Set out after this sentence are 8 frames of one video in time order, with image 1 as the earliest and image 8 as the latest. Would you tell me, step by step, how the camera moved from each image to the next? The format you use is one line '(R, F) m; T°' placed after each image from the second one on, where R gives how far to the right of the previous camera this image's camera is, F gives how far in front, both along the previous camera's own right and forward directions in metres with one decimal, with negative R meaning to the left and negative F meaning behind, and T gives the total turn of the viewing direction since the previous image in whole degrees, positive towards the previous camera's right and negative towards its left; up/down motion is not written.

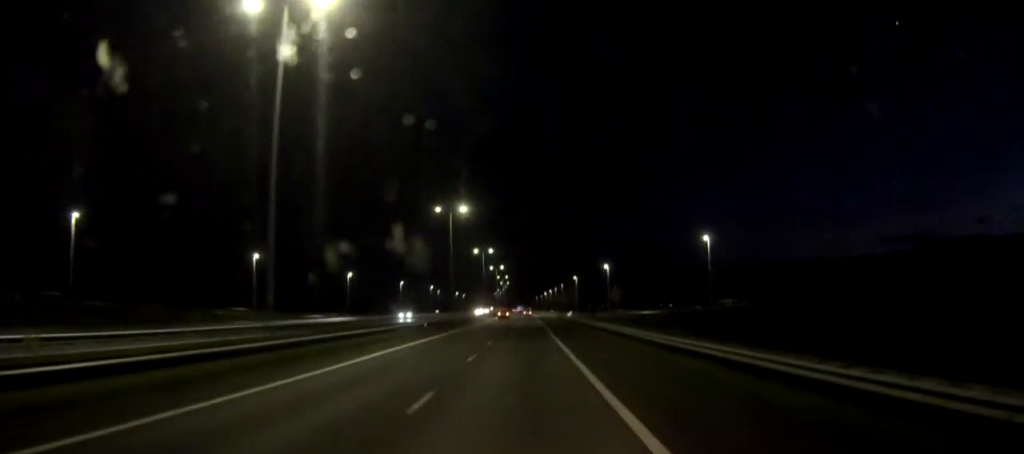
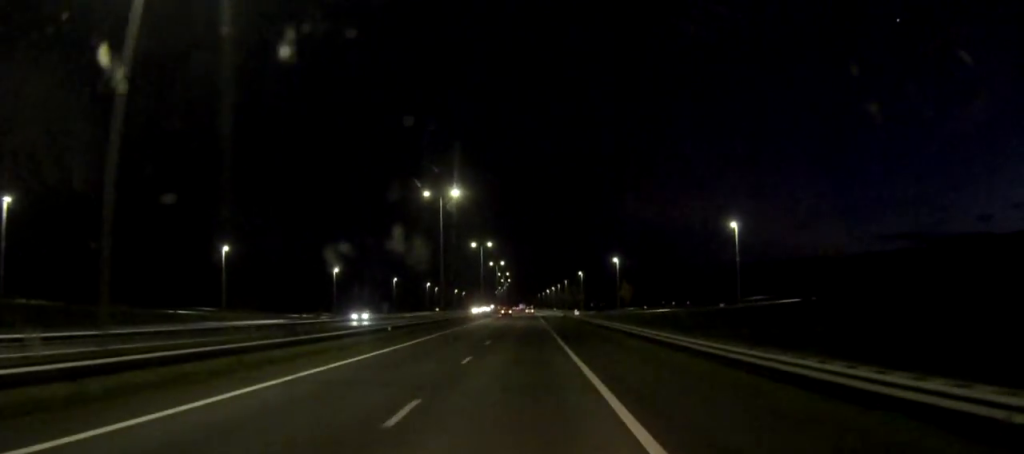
(0.0, +13.6) m; 0°
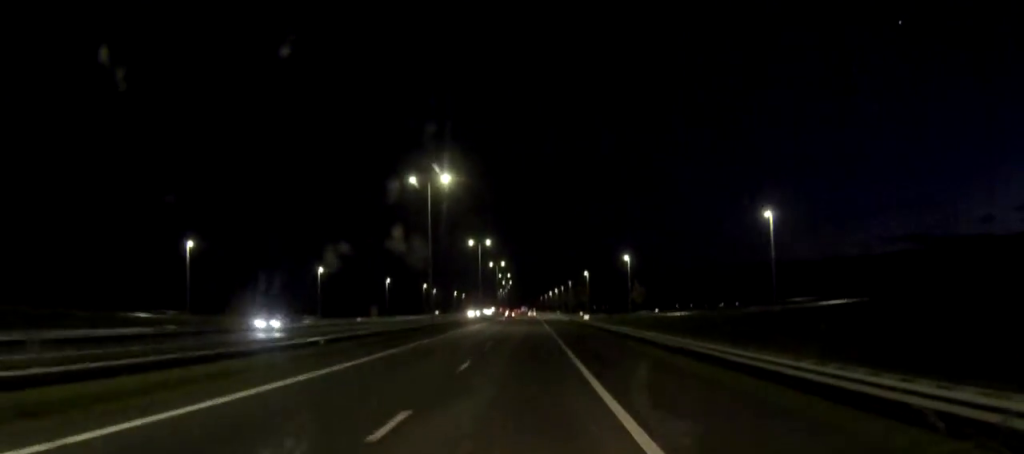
(0.0, +12.9) m; 0°
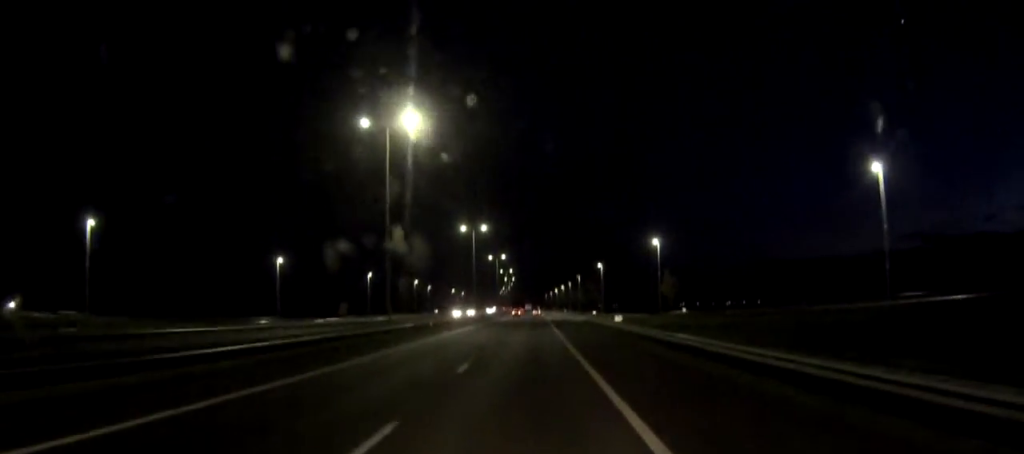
(0.0, +25.9) m; 0°
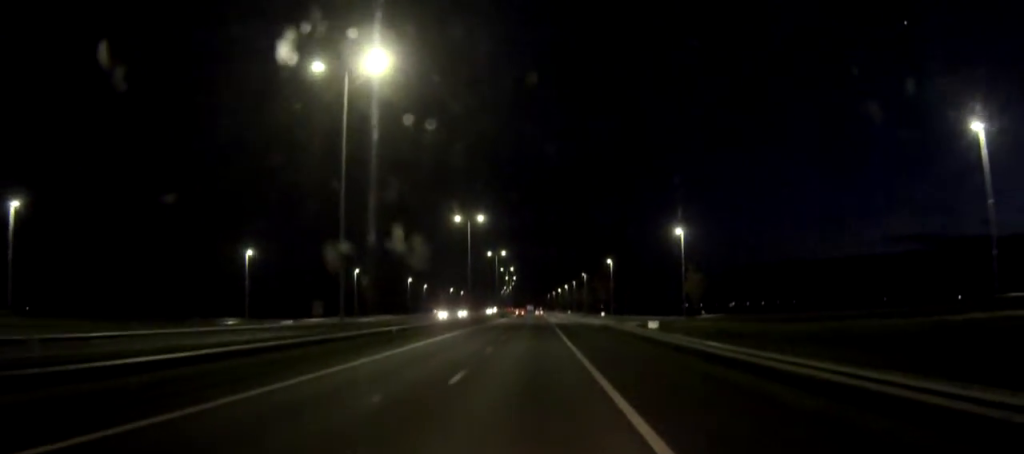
(0.0, +14.3) m; 0°
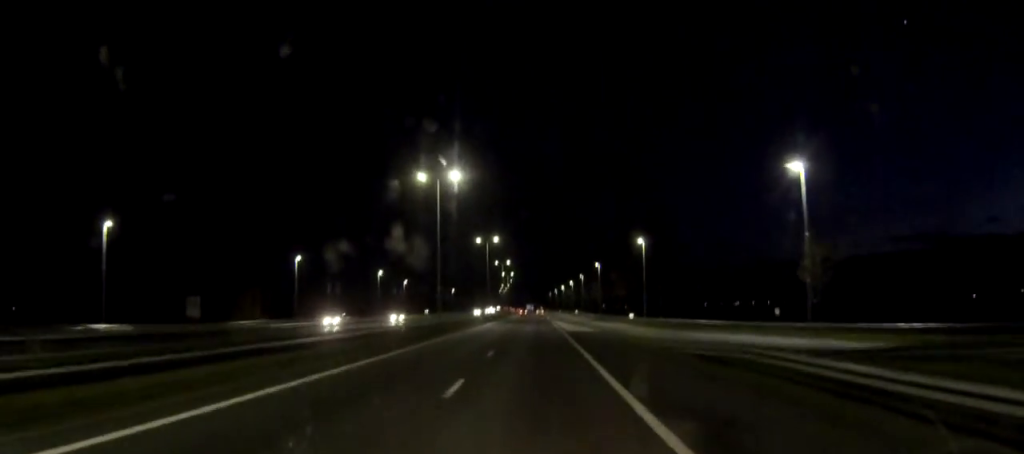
(0.0, +38.5) m; 0°
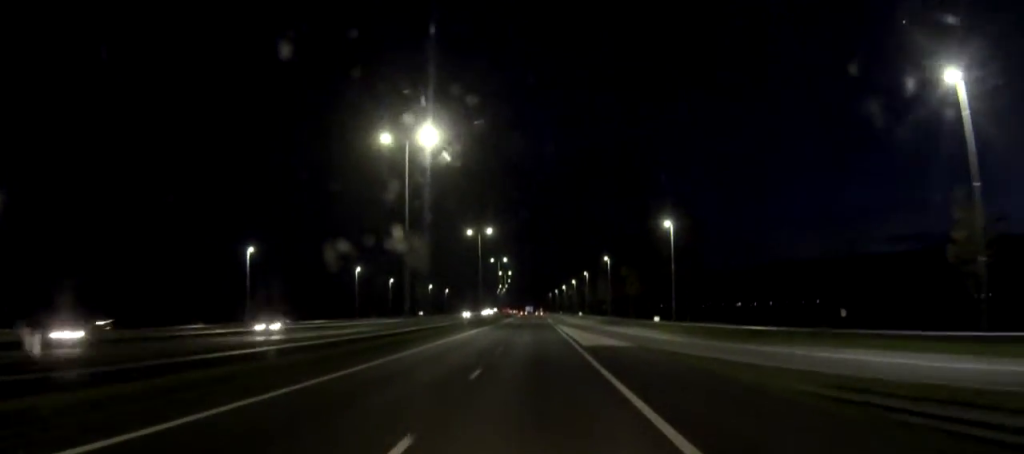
(-0.1, +19.8) m; 0°
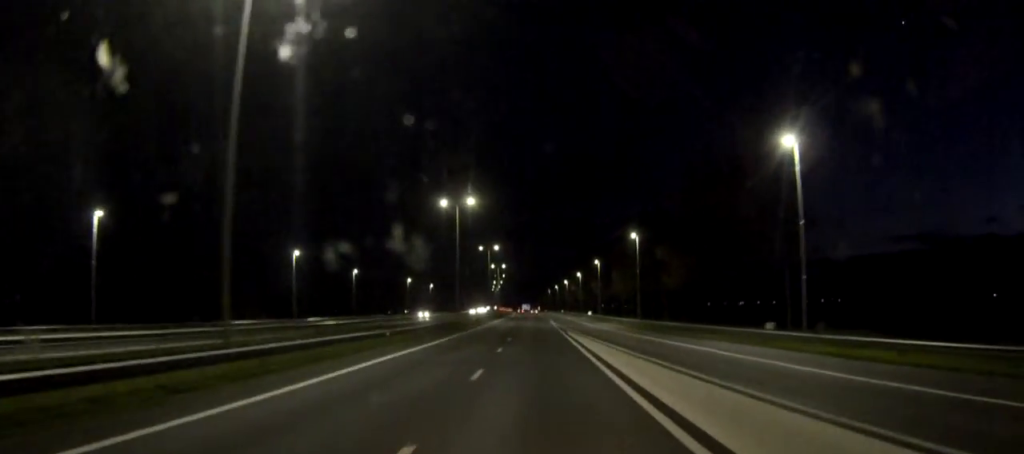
(+0.2, +36.5) m; 0°
